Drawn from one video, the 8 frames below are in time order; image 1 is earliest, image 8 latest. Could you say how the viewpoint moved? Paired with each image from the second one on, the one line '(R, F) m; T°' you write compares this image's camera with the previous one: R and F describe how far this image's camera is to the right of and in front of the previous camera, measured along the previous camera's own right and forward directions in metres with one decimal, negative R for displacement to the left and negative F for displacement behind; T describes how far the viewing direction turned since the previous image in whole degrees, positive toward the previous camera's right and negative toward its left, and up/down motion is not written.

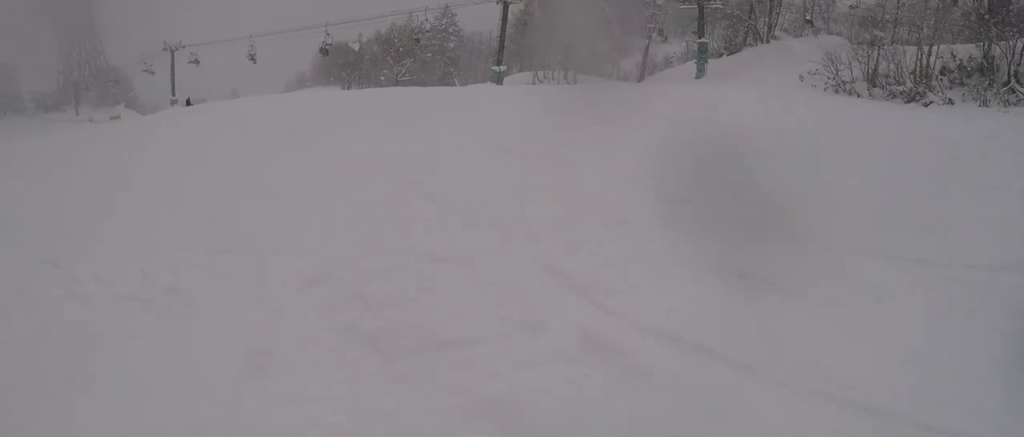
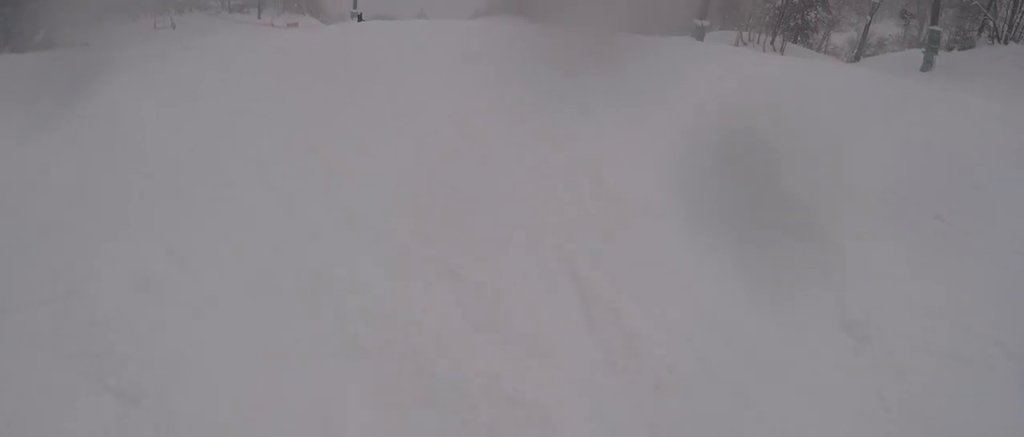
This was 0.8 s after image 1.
(+0.3, +4.1) m; -15°
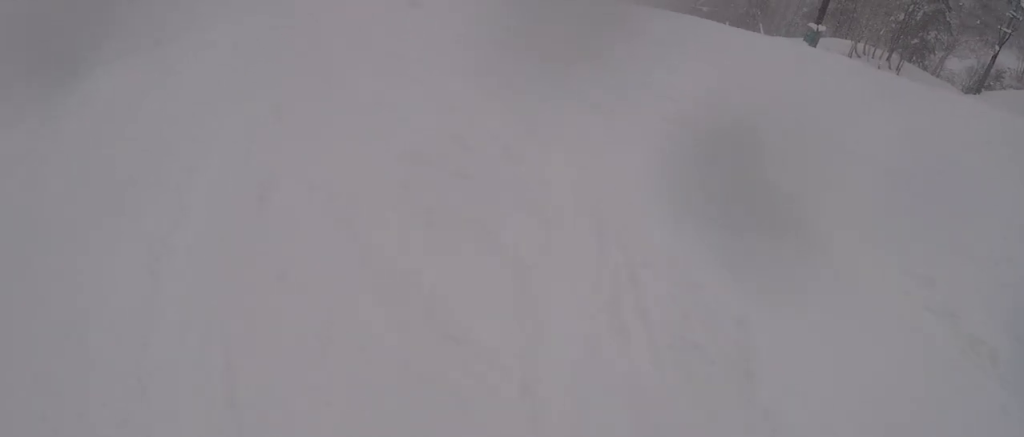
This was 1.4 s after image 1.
(0.0, +2.6) m; -17°
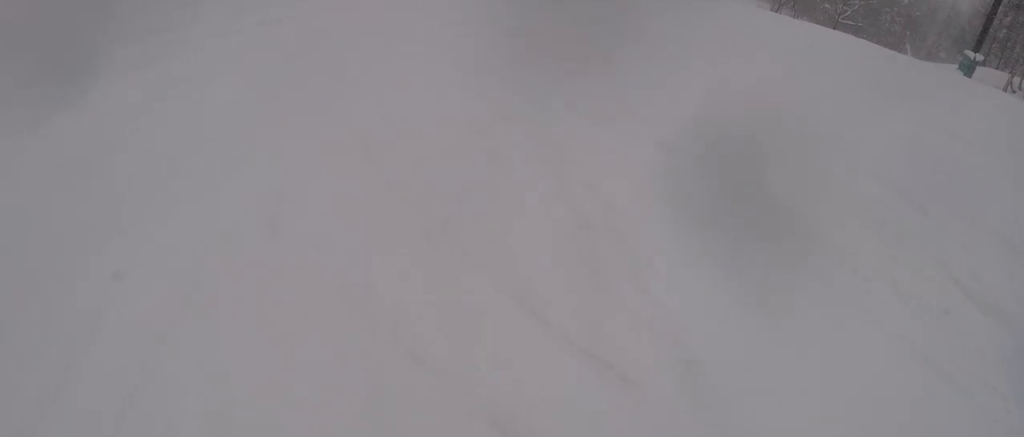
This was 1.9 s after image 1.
(-1.2, +2.5) m; -21°
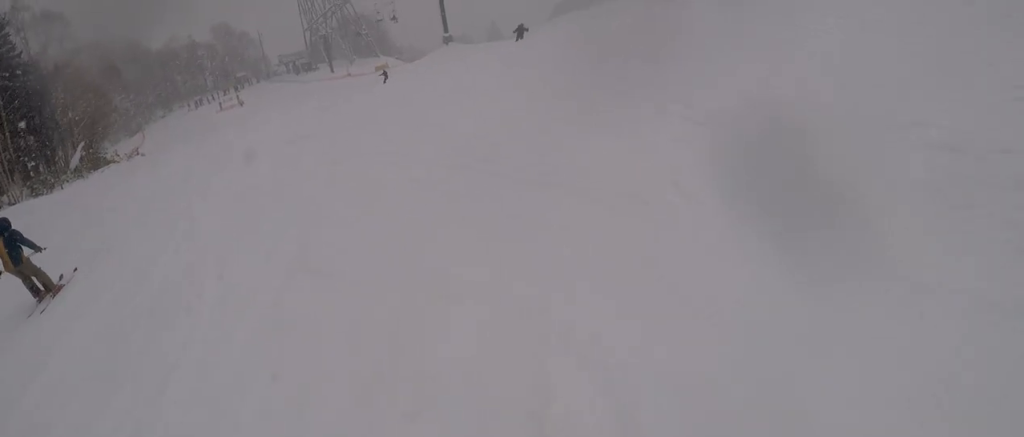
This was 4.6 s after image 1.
(+1.9, +12.4) m; +27°
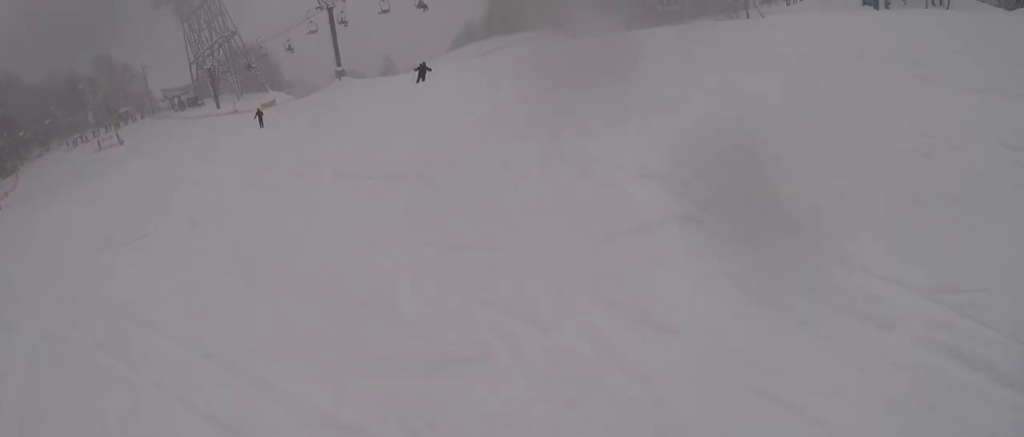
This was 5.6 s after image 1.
(+0.3, +4.7) m; +13°
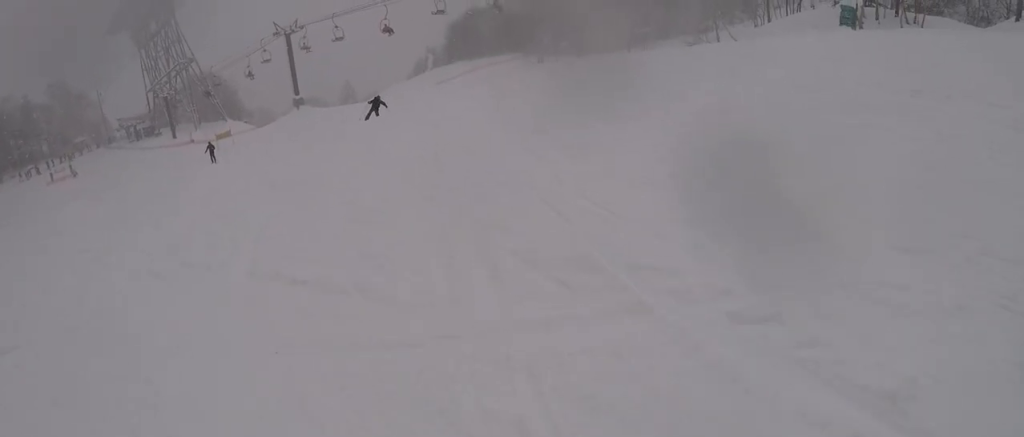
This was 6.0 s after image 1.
(+0.1, +2.2) m; +8°
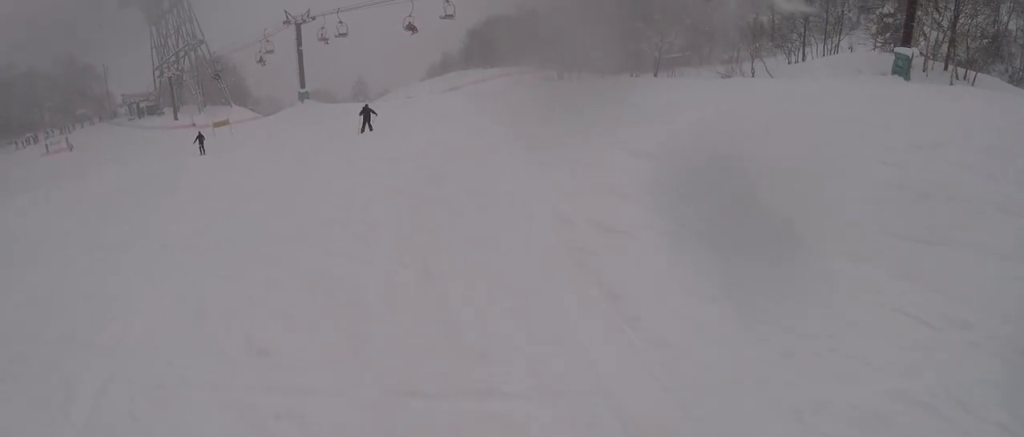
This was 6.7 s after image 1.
(+0.5, +3.4) m; -8°
